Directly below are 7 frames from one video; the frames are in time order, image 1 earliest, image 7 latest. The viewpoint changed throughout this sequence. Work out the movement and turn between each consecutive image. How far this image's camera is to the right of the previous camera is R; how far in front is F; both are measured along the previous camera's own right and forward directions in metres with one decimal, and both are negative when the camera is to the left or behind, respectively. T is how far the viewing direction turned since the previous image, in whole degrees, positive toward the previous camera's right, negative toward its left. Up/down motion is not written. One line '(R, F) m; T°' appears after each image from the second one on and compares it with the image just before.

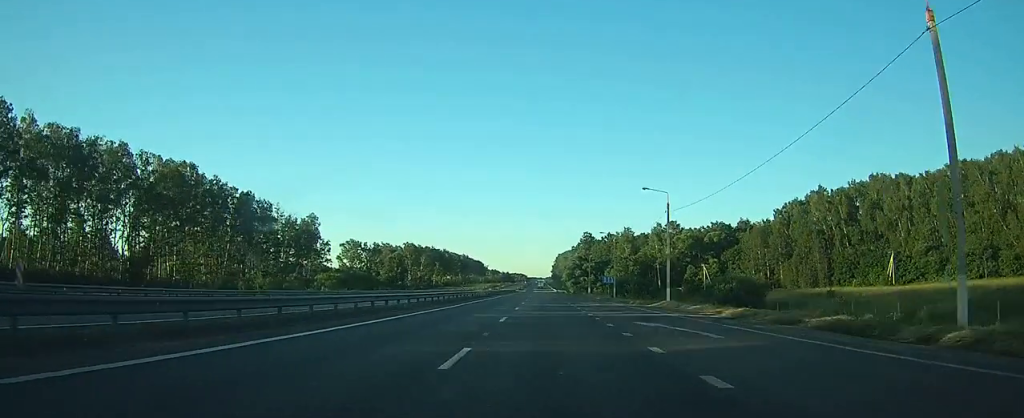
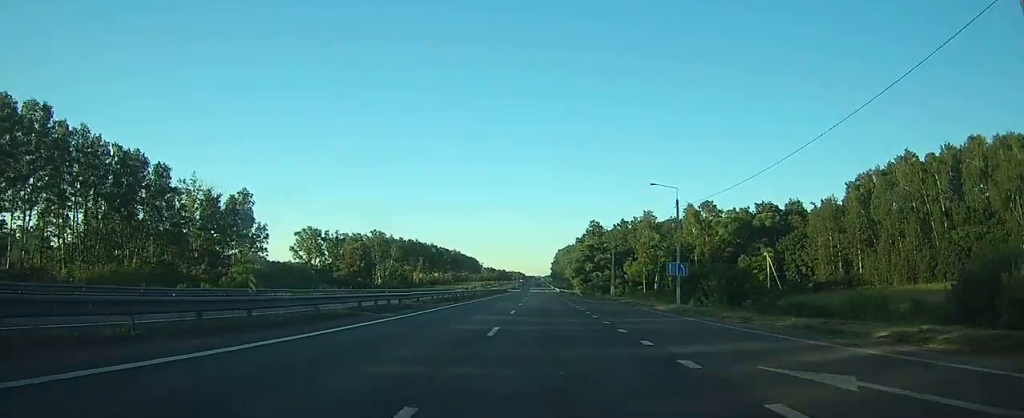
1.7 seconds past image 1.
(-0.1, +42.2) m; 0°
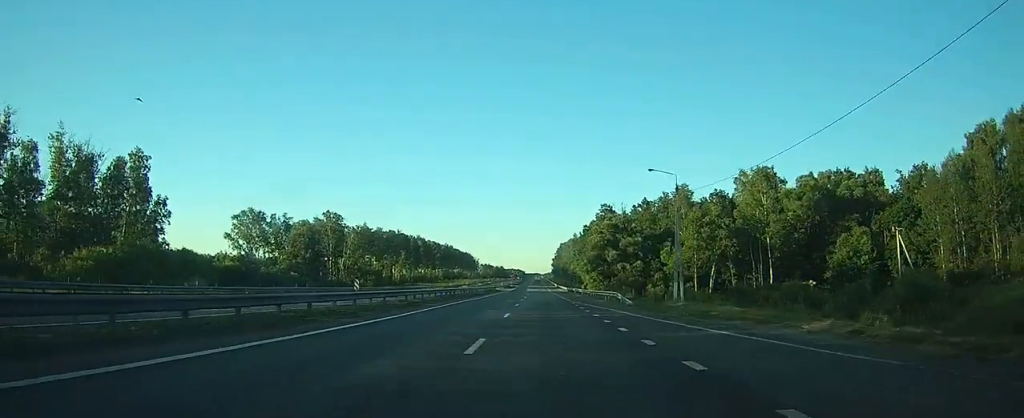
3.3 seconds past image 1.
(0.0, +40.4) m; 0°
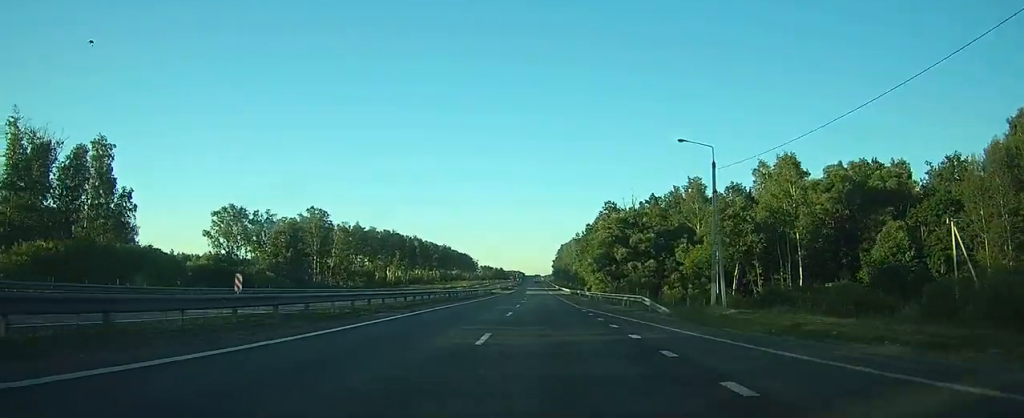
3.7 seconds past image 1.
(0.0, +10.1) m; 0°
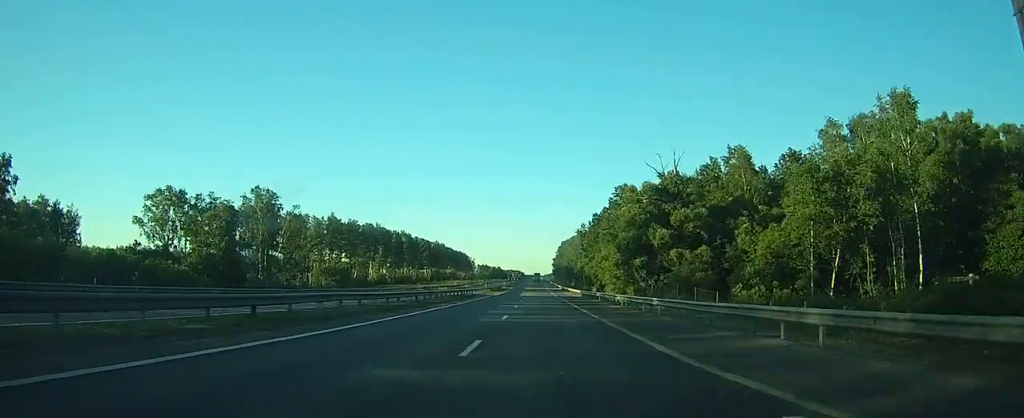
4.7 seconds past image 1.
(0.0, +26.1) m; 0°
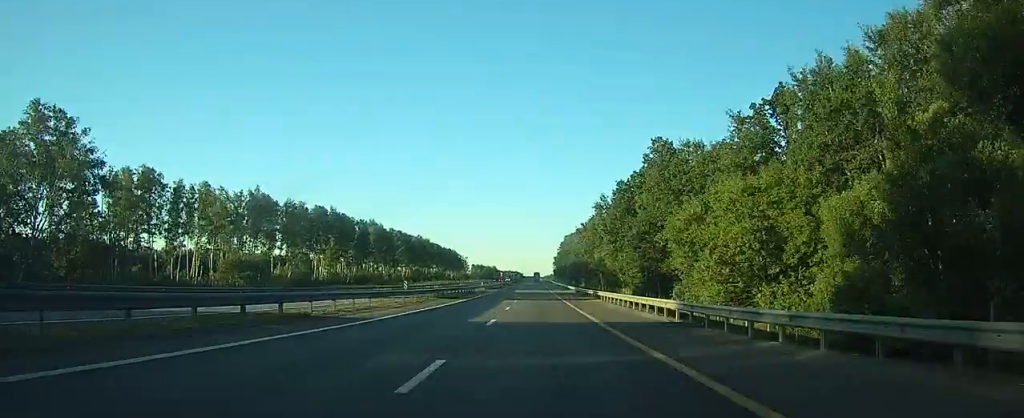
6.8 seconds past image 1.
(-0.3, +52.3) m; -1°
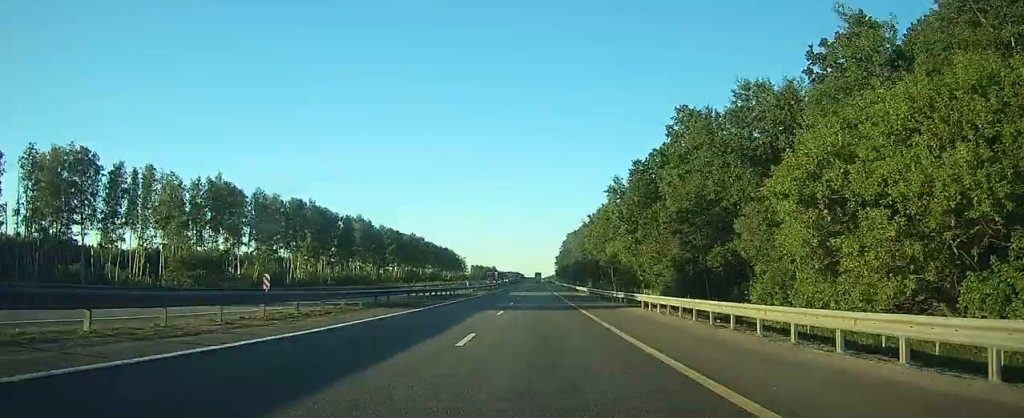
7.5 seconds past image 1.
(0.0, +18.6) m; 0°
